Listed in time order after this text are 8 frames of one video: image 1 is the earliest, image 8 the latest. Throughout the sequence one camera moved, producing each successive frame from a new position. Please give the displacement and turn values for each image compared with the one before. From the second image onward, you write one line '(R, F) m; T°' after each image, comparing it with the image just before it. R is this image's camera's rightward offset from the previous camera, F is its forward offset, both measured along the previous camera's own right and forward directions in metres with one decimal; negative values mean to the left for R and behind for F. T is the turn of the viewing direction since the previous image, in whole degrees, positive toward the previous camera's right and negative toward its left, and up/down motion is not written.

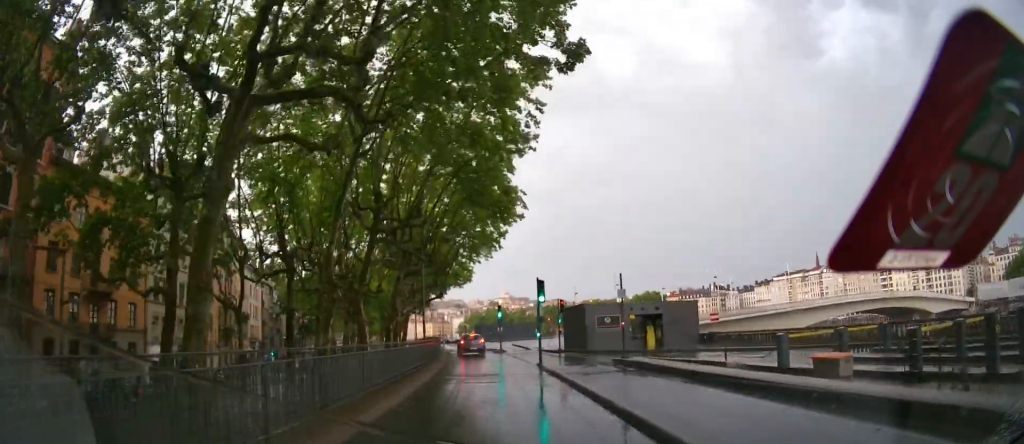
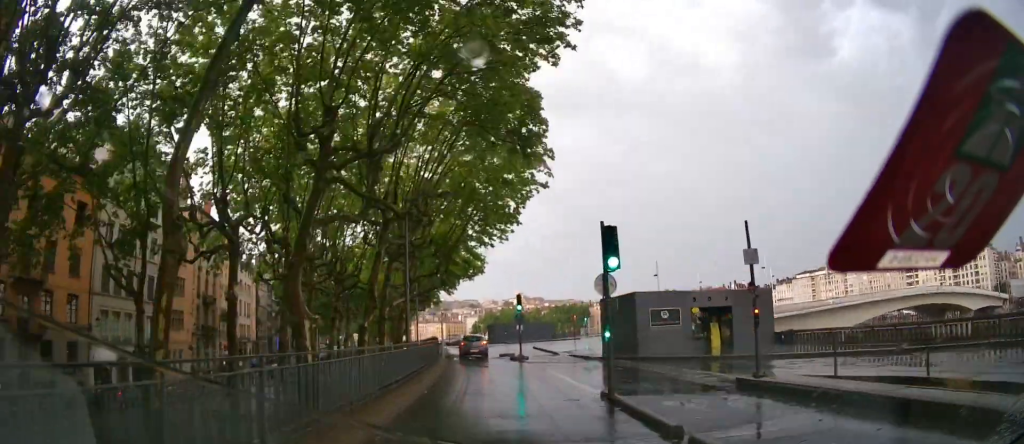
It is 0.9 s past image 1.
(-0.2, +9.1) m; -3°
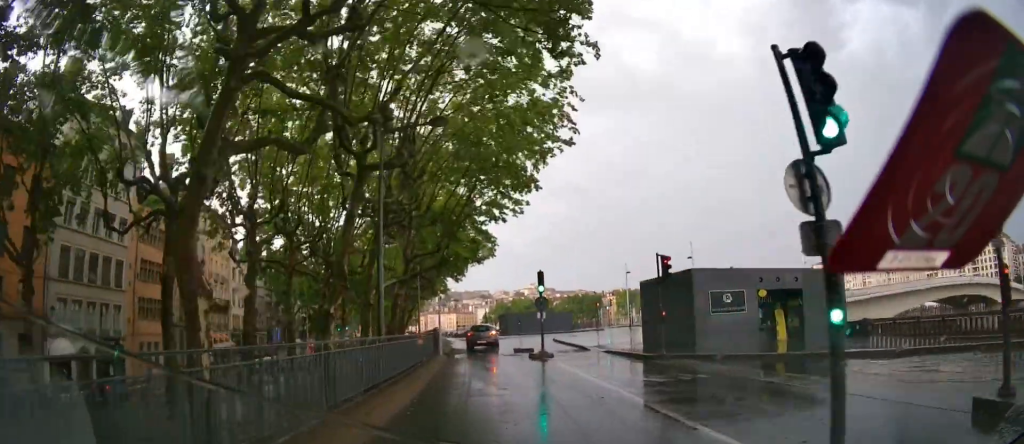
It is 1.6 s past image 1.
(-0.2, +6.4) m; -2°
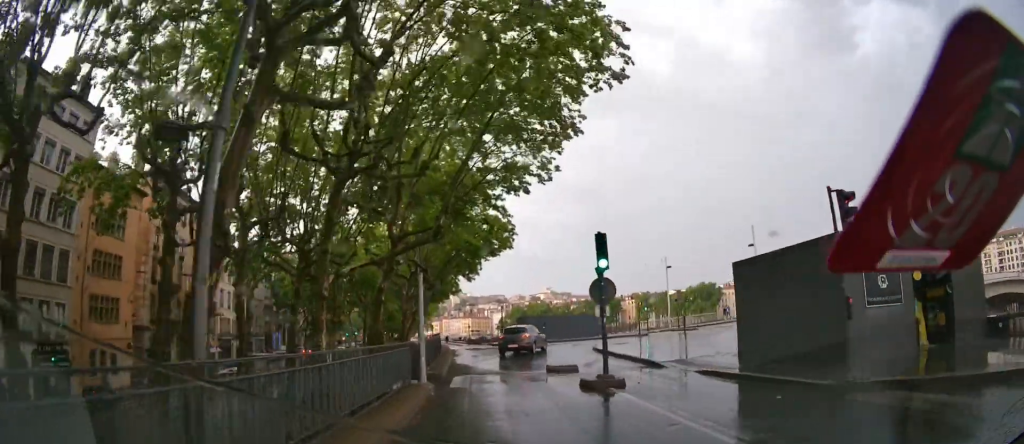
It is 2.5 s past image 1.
(0.0, +8.4) m; 0°
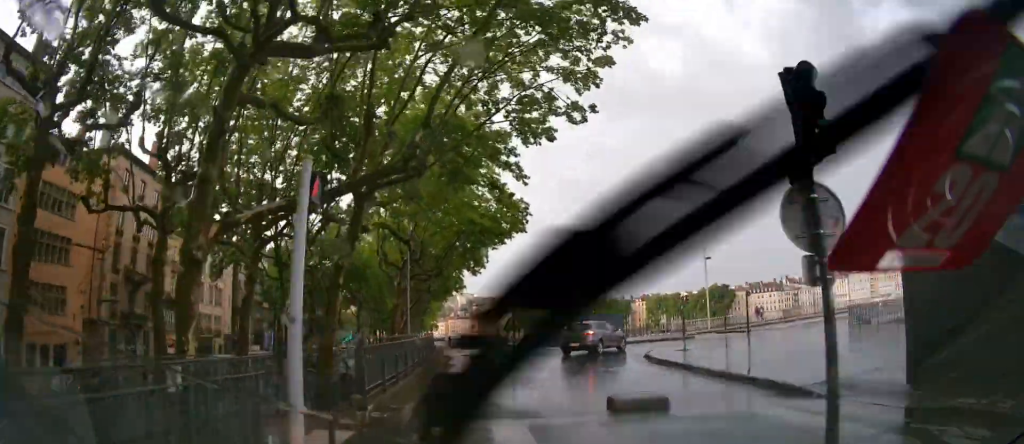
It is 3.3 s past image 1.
(0.0, +7.4) m; +1°
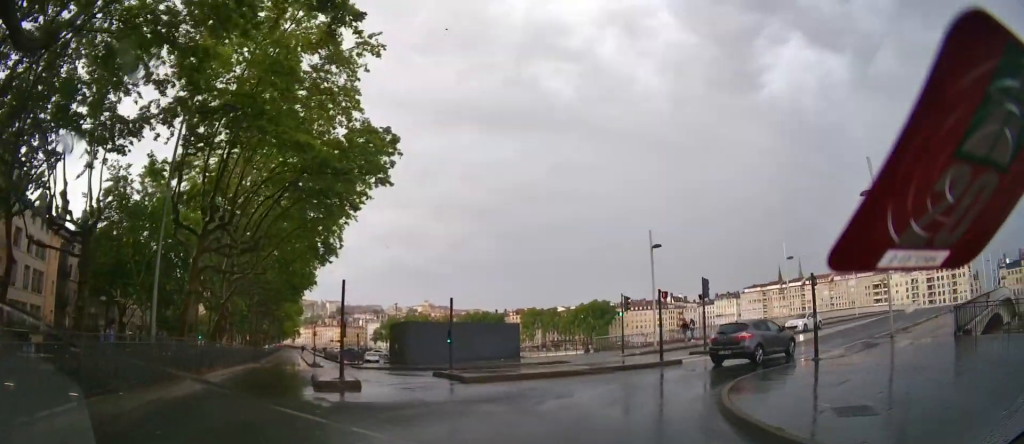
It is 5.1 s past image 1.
(+1.5, +14.1) m; +17°
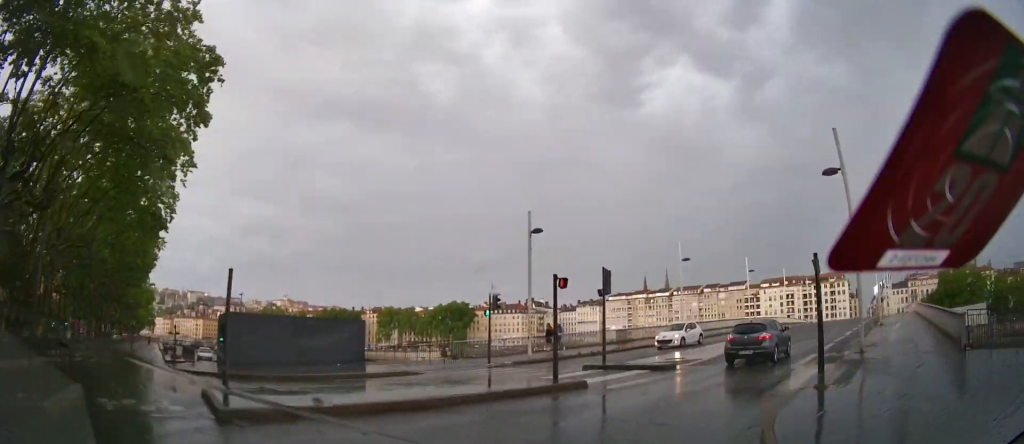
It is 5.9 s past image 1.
(+0.6, +6.0) m; +12°
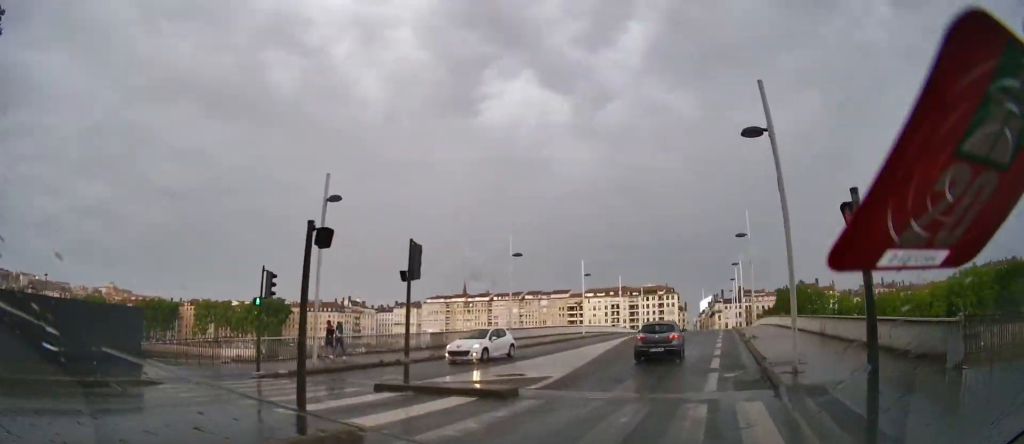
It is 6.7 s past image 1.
(+0.4, +5.7) m; +12°
